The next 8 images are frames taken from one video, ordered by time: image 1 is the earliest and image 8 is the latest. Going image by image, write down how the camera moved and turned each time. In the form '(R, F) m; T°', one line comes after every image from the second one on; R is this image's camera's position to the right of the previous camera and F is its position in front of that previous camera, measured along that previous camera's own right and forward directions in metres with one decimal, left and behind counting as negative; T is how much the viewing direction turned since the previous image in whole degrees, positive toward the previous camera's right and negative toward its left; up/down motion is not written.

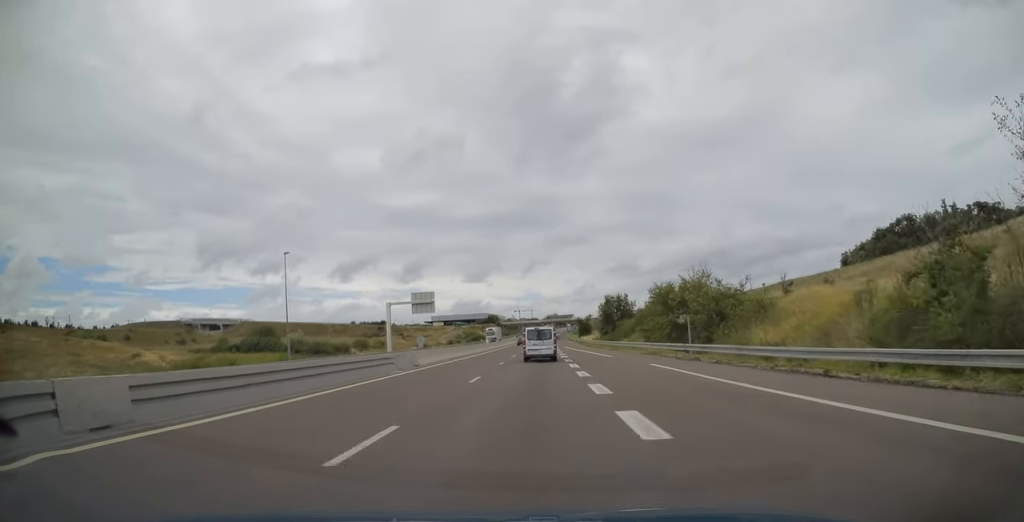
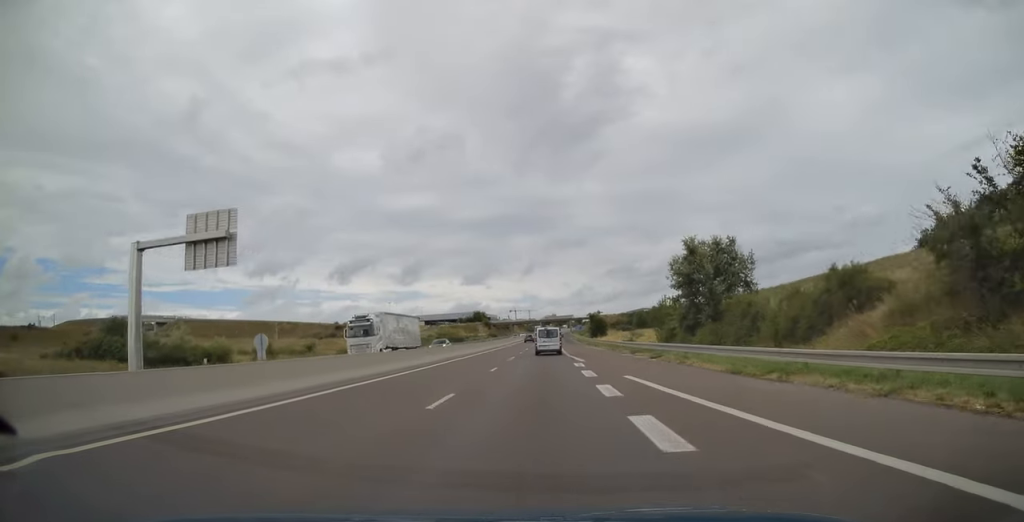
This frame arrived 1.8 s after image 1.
(-0.1, +59.1) m; 0°
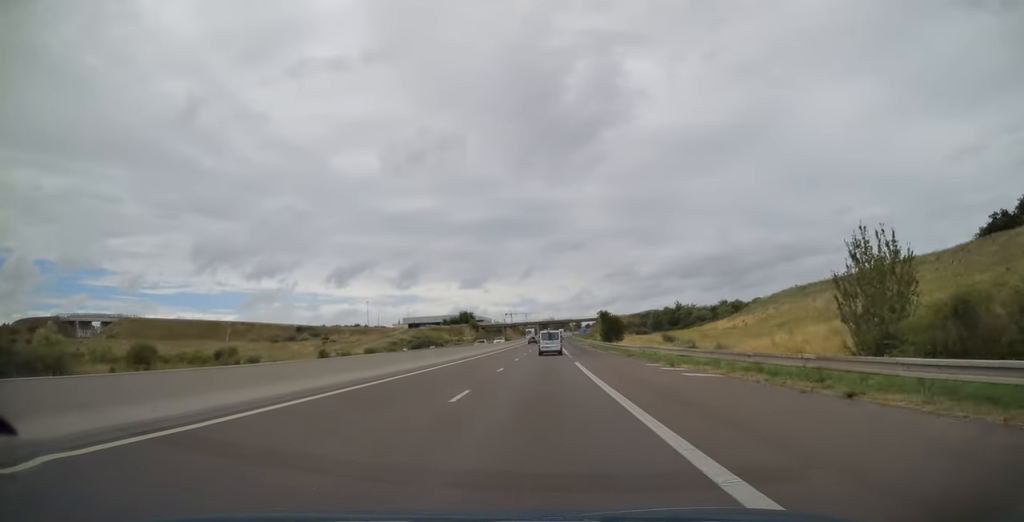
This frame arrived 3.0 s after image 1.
(+0.1, +37.1) m; 0°
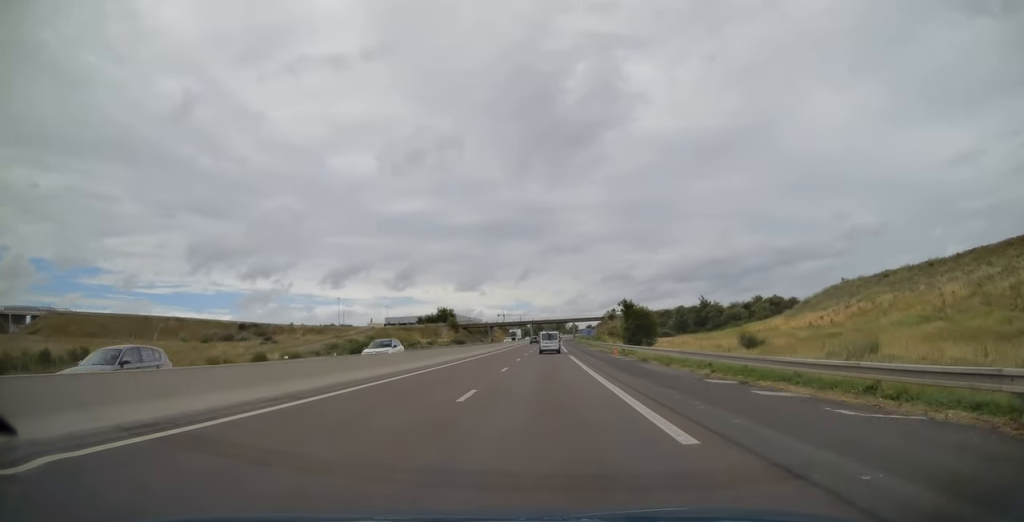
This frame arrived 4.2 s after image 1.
(+0.1, +38.6) m; 0°
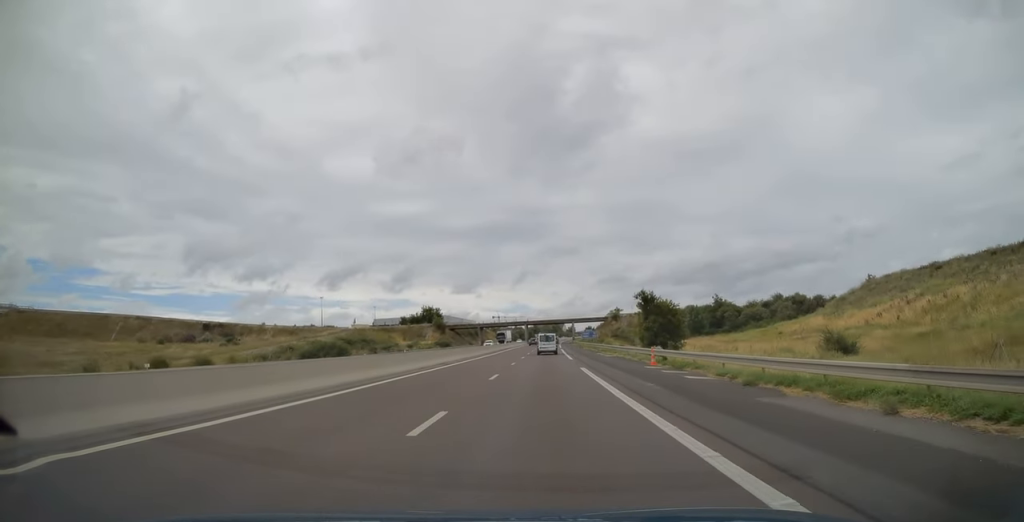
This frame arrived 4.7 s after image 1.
(0.0, +17.6) m; 0°
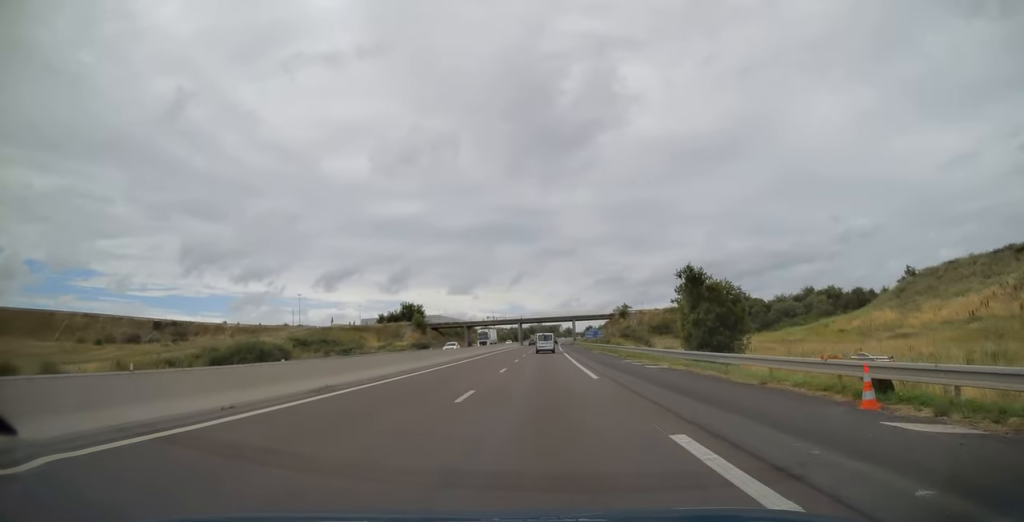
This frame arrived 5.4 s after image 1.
(+0.1, +20.8) m; 0°
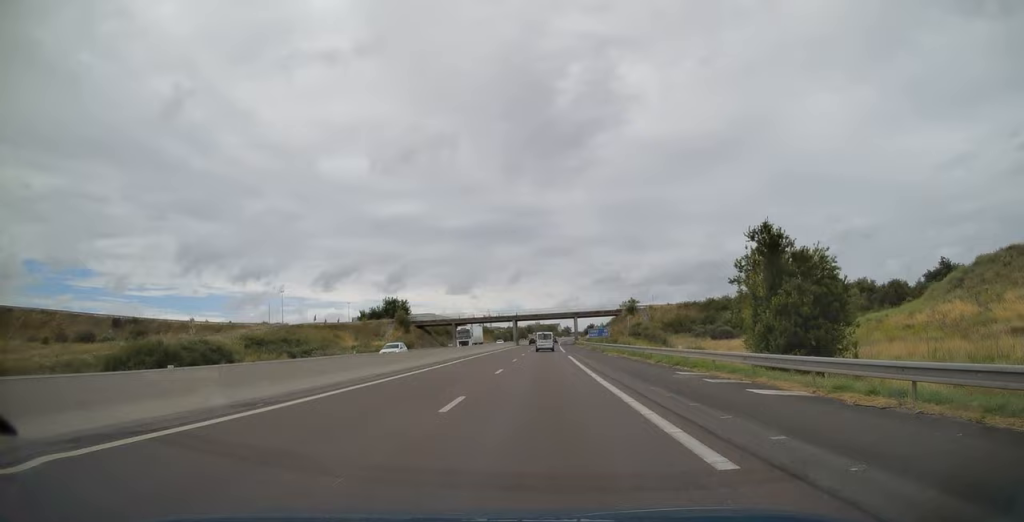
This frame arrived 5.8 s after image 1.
(0.0, +15.0) m; 0°
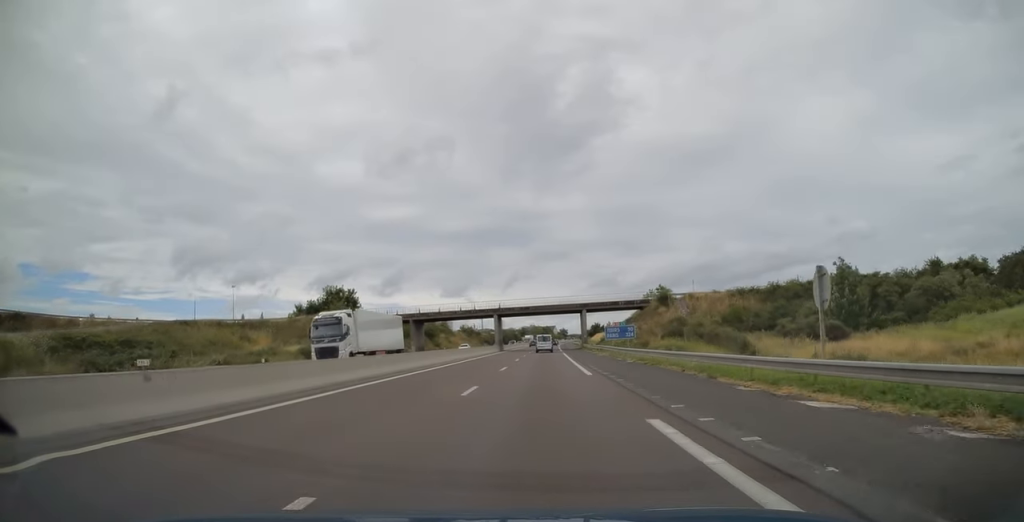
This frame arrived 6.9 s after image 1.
(+0.2, +35.3) m; +1°
